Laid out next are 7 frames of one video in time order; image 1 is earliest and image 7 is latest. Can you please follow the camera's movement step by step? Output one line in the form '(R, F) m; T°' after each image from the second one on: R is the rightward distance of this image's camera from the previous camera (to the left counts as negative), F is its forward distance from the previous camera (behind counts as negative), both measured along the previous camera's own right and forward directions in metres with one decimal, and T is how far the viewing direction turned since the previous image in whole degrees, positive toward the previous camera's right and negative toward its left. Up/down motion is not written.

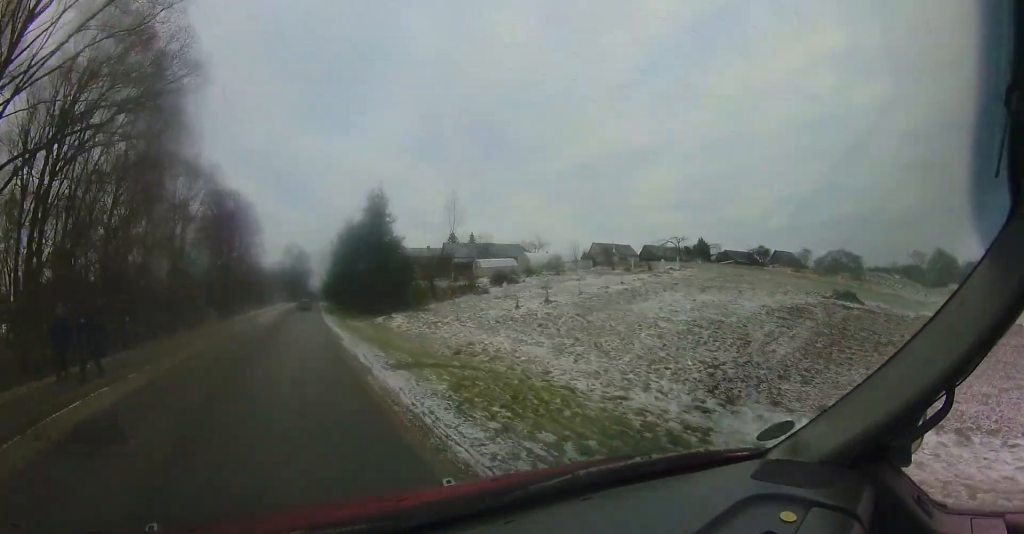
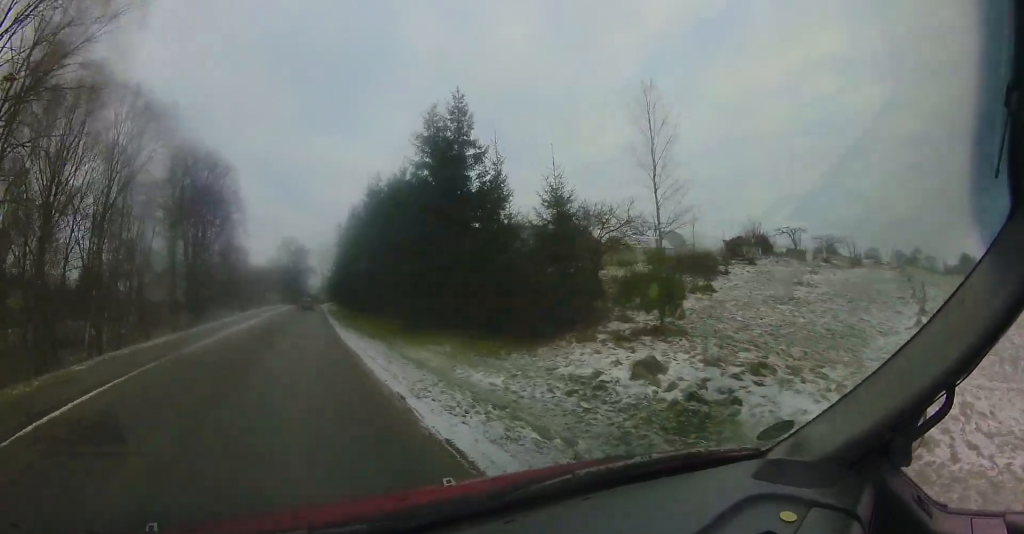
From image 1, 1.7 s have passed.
(-0.2, +17.6) m; +1°
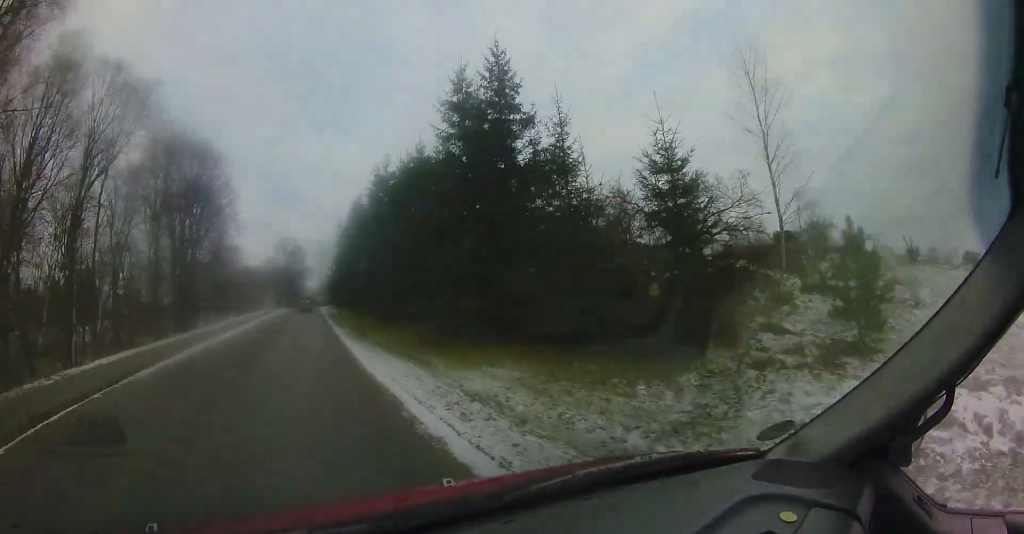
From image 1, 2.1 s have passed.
(+0.1, +4.1) m; +1°
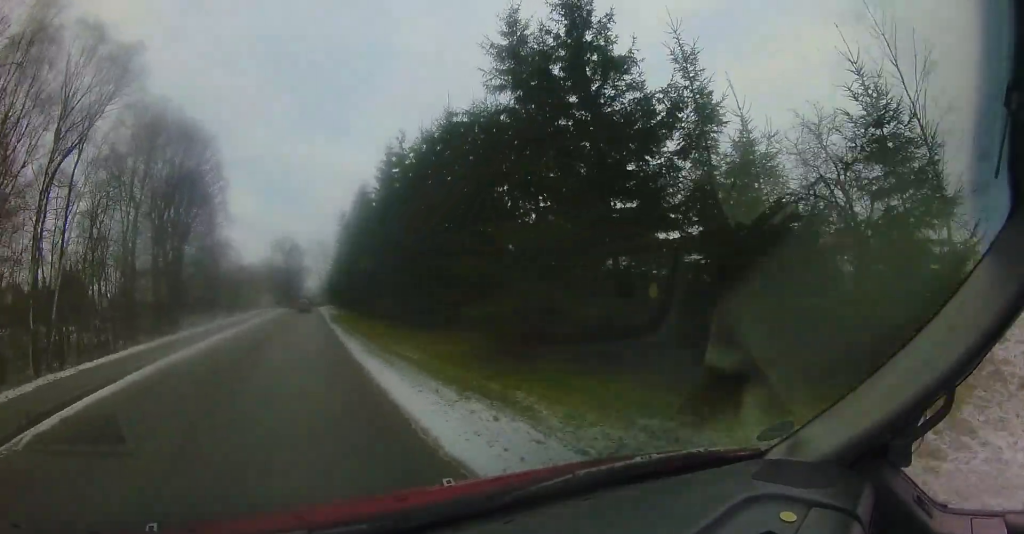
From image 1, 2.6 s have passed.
(0.0, +4.4) m; +1°
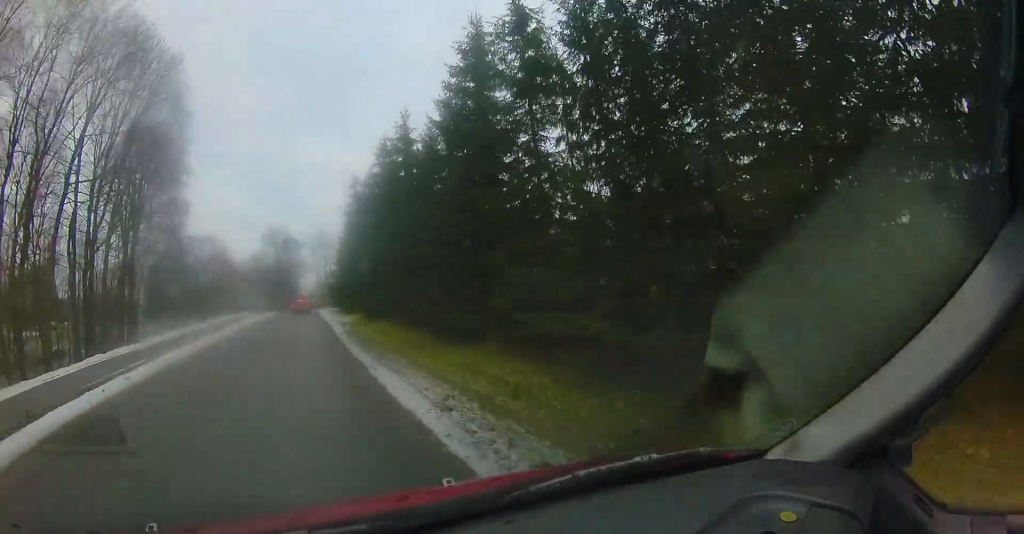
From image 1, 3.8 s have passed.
(0.0, +12.8) m; -1°
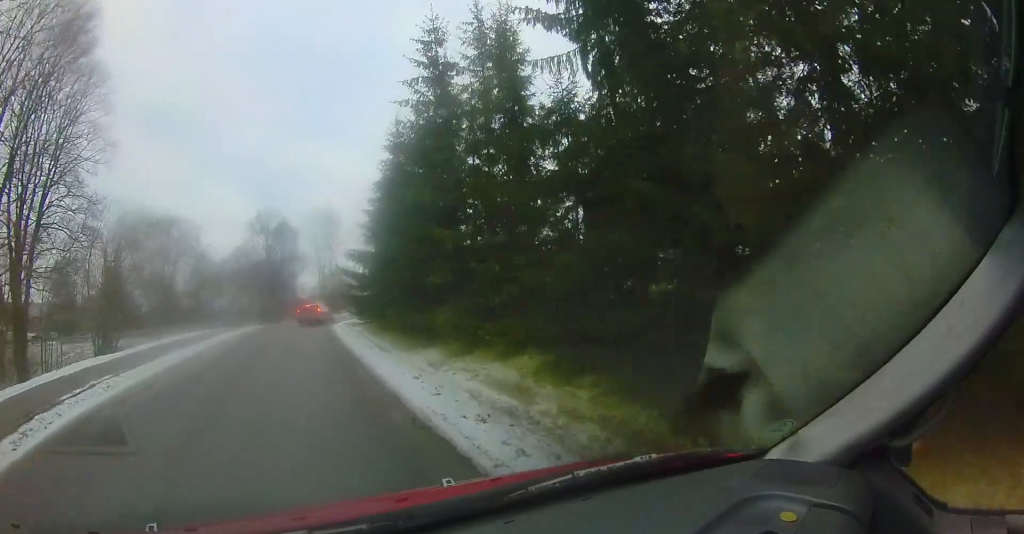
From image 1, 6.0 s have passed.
(-0.2, +20.1) m; 0°
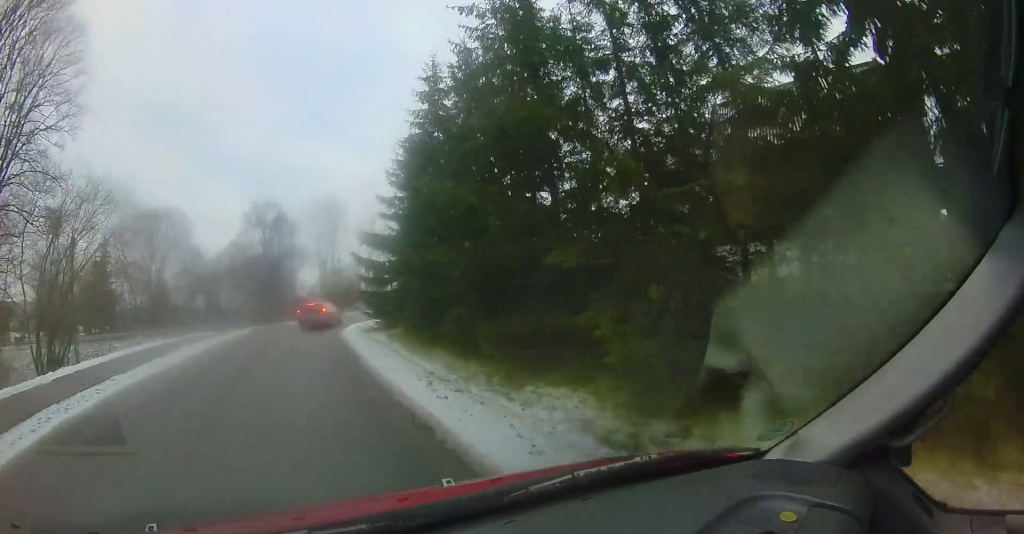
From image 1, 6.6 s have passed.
(0.0, +5.3) m; 0°
